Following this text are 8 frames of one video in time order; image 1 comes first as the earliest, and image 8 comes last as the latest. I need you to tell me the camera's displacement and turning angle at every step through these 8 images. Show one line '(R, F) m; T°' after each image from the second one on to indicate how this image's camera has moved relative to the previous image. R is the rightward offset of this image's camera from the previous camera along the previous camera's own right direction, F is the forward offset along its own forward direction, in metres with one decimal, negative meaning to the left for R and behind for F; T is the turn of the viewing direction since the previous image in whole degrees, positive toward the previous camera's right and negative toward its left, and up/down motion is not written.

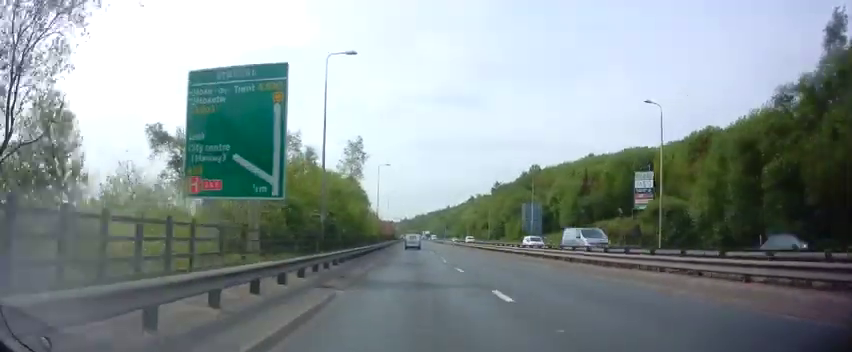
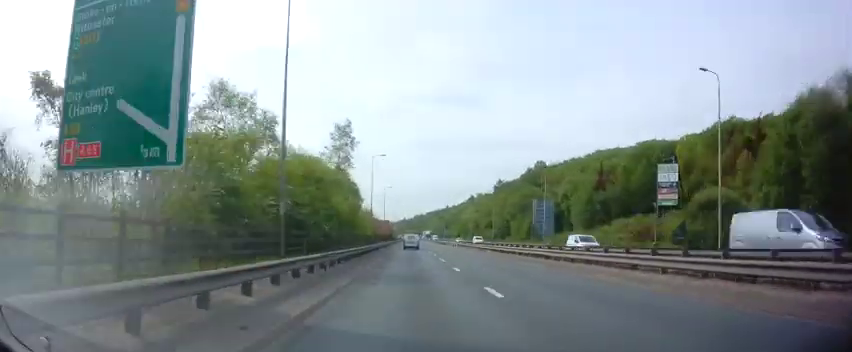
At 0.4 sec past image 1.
(+0.1, +8.2) m; 0°
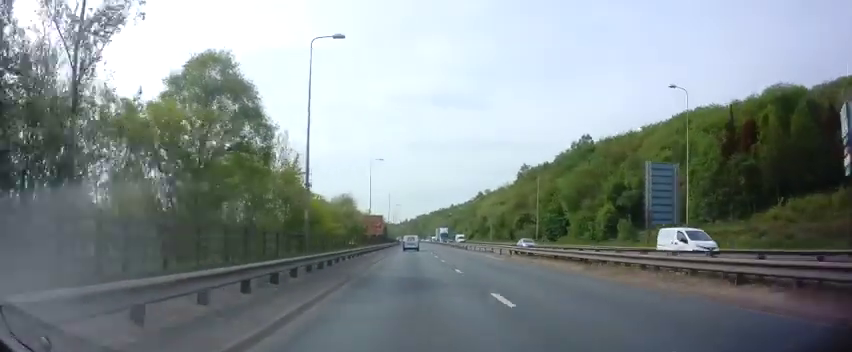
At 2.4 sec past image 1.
(+0.1, +37.4) m; -1°
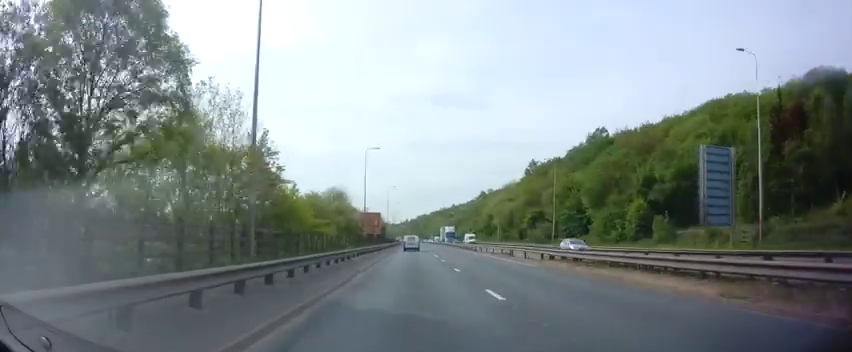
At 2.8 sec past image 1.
(0.0, +8.2) m; 0°
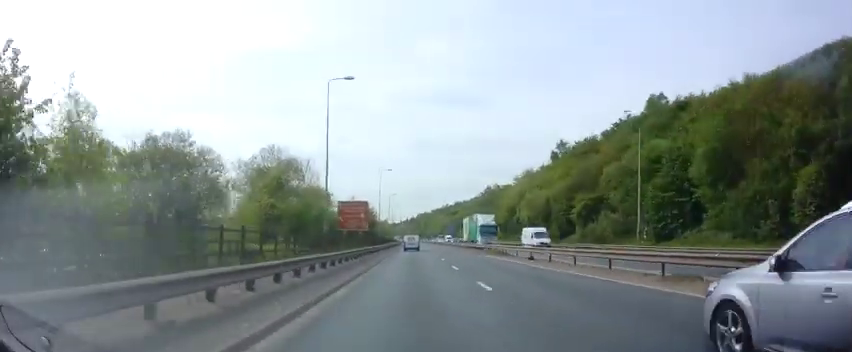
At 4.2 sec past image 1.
(0.0, +25.3) m; +1°
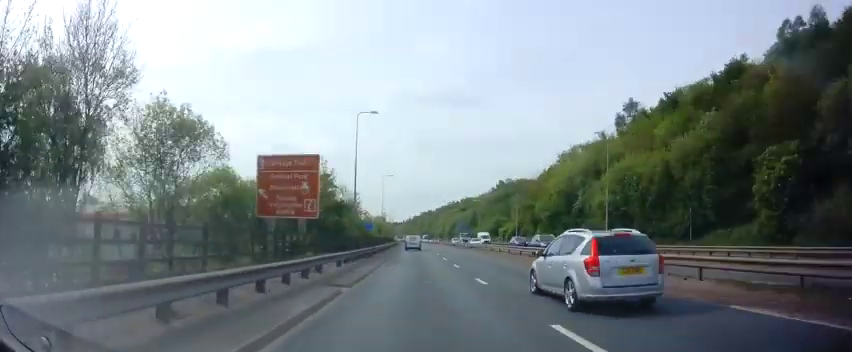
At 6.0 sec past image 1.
(0.0, +34.1) m; -1°
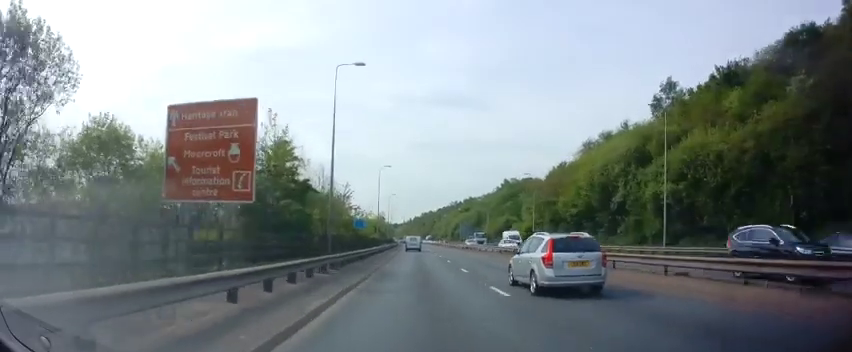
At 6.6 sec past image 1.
(-0.2, +11.9) m; 0°
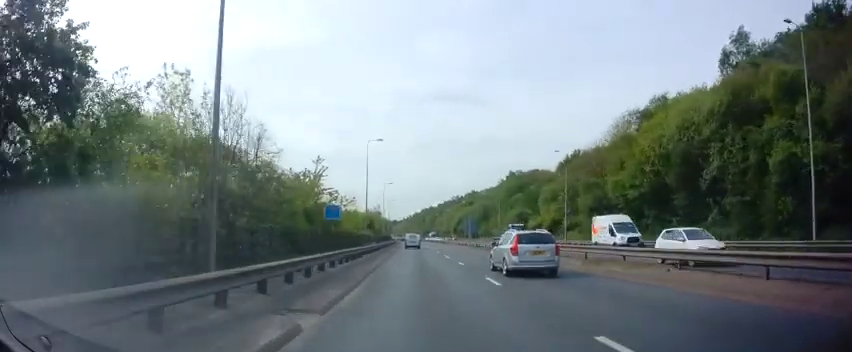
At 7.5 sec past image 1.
(+0.3, +16.7) m; +1°
